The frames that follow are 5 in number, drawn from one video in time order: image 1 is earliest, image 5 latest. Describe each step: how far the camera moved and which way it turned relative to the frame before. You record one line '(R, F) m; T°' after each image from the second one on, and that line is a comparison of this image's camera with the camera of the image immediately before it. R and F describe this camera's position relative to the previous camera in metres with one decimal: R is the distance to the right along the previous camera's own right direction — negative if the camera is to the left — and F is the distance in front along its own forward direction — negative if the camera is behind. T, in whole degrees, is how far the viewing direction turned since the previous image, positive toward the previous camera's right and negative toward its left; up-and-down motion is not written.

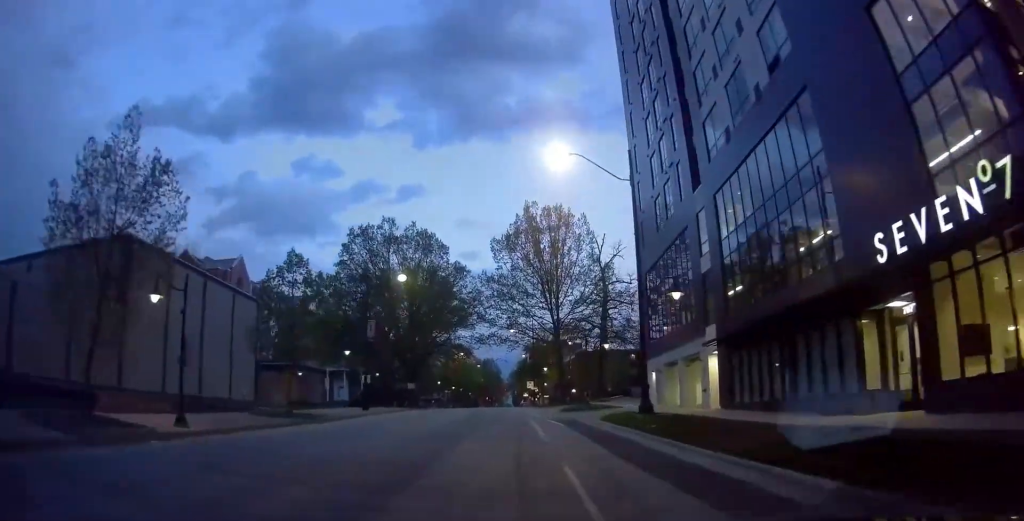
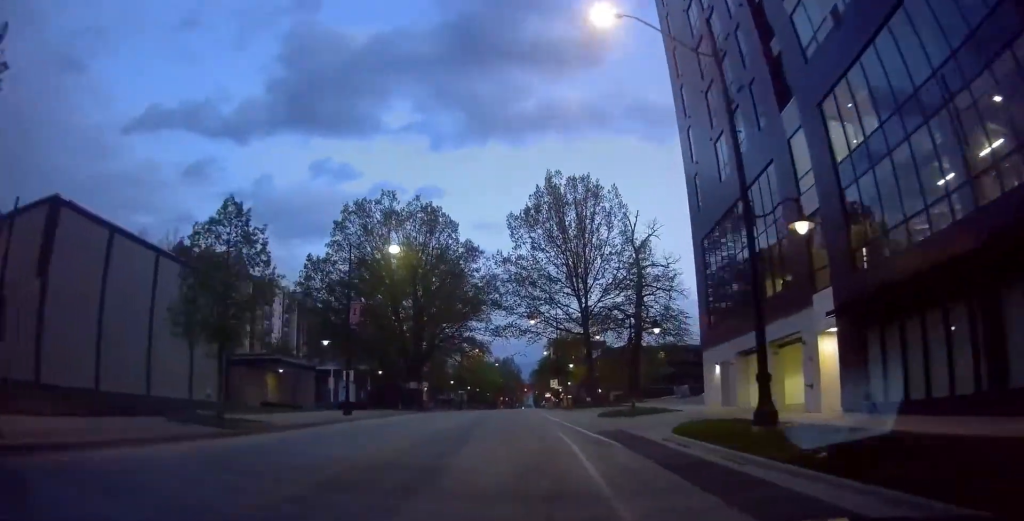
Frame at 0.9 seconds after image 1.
(+0.8, +10.0) m; -1°
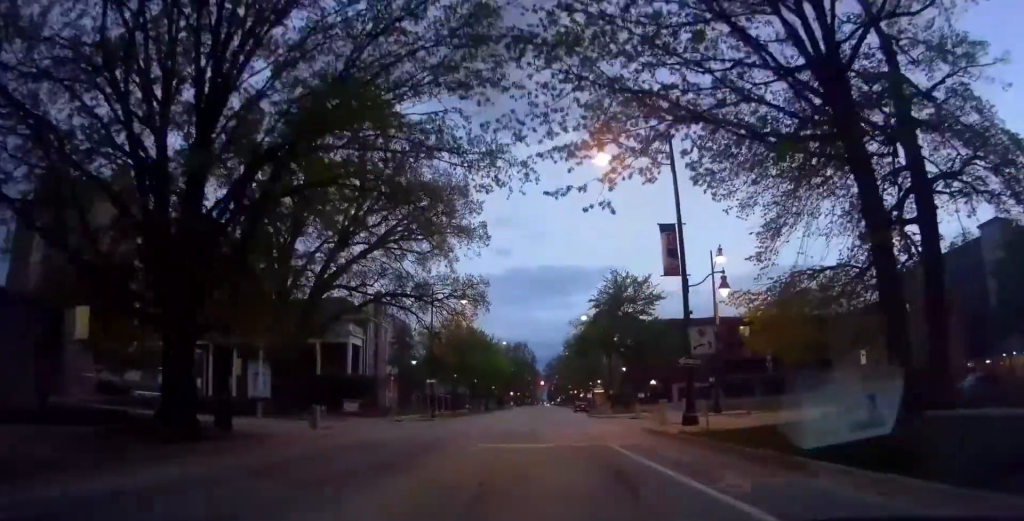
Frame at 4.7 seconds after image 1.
(-6.3, +46.6) m; -10°
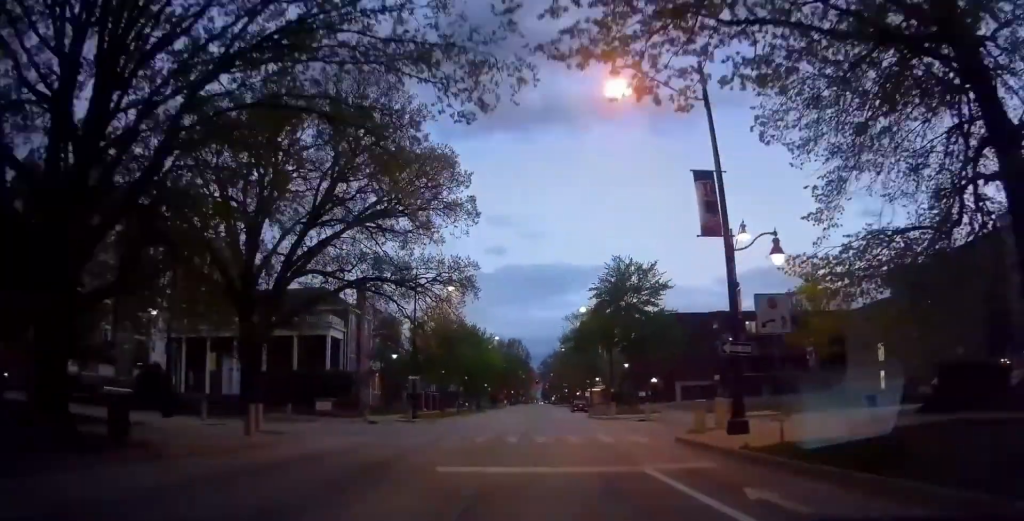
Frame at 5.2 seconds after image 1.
(-0.2, +5.3) m; +1°
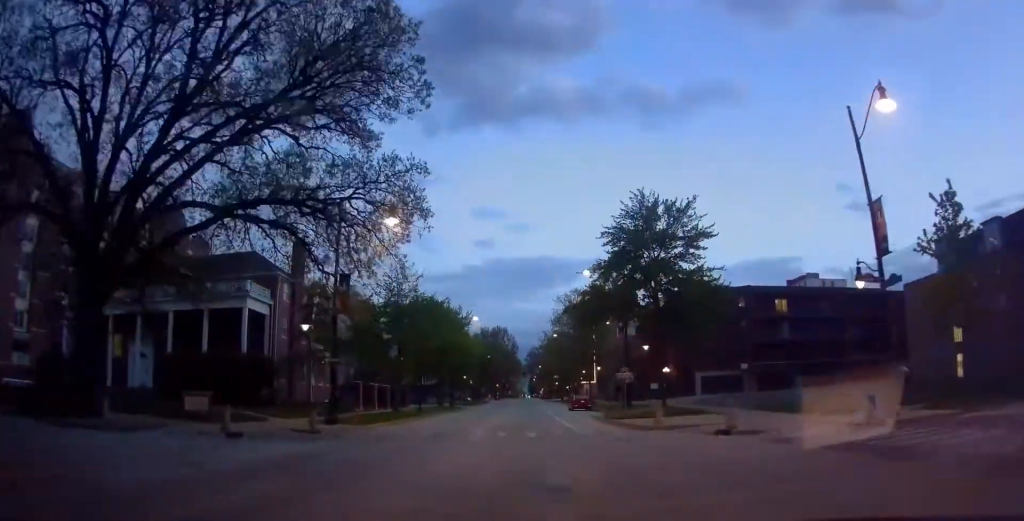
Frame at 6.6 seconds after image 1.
(+0.5, +16.9) m; +7°
